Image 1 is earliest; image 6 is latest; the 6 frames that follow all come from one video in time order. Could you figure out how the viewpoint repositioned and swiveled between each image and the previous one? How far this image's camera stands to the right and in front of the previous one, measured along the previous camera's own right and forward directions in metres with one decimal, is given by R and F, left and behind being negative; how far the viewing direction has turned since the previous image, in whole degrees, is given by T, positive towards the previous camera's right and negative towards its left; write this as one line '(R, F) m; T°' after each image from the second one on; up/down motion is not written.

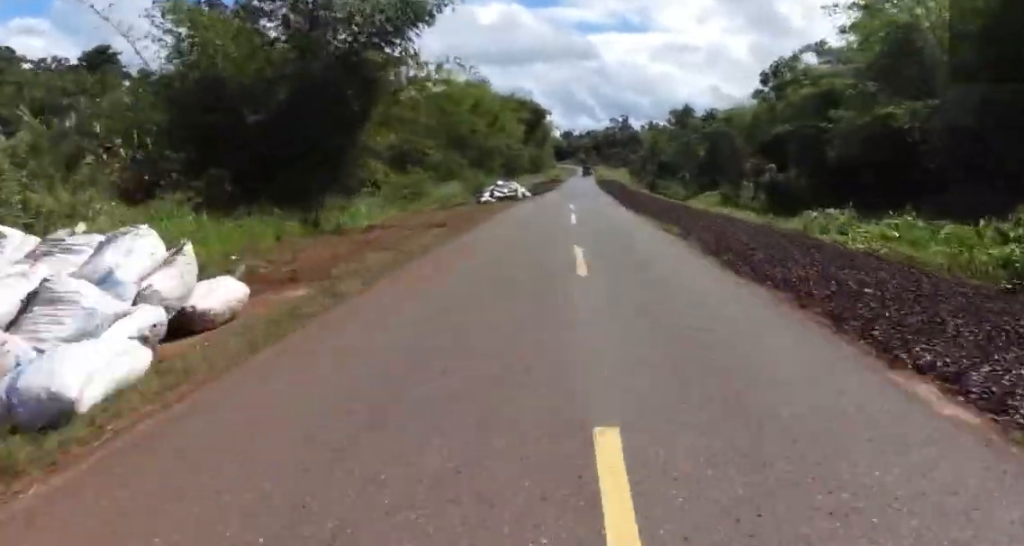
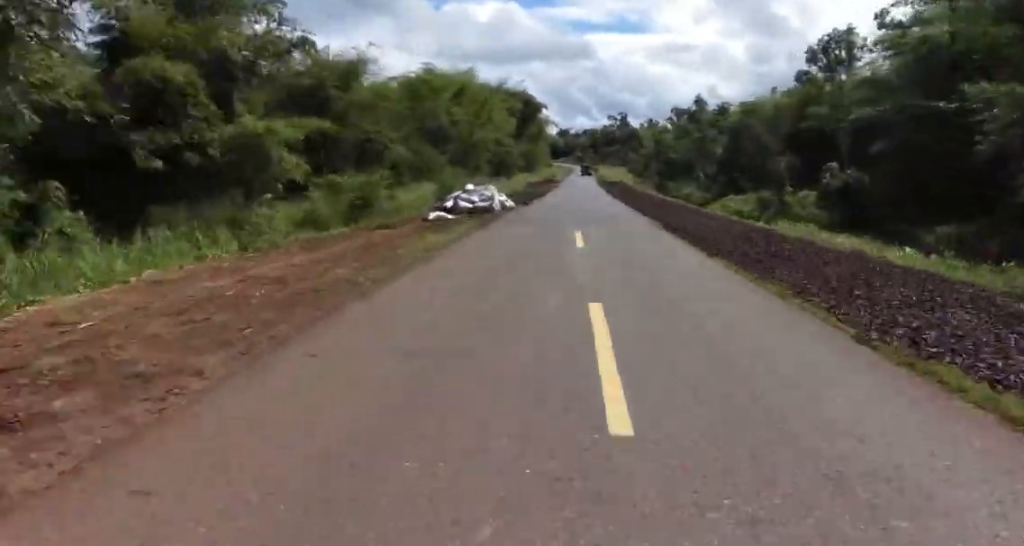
(-1.3, +14.1) m; 0°
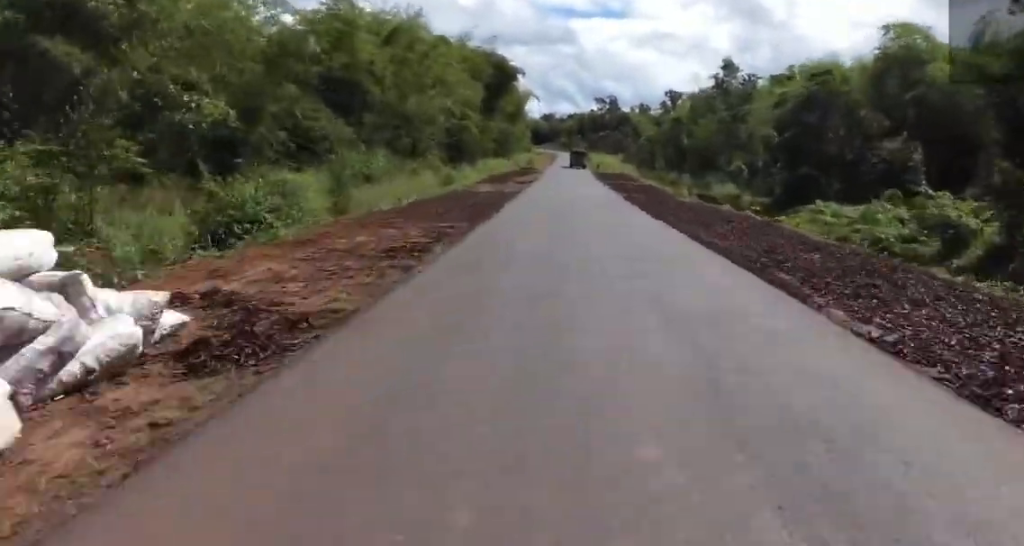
(+1.9, +29.3) m; +4°
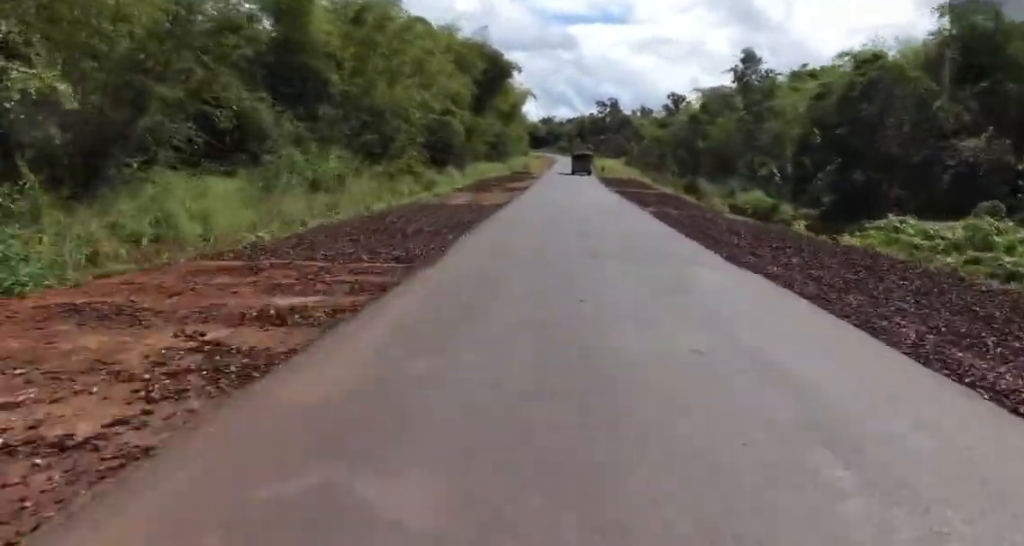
(-0.1, +9.6) m; 0°
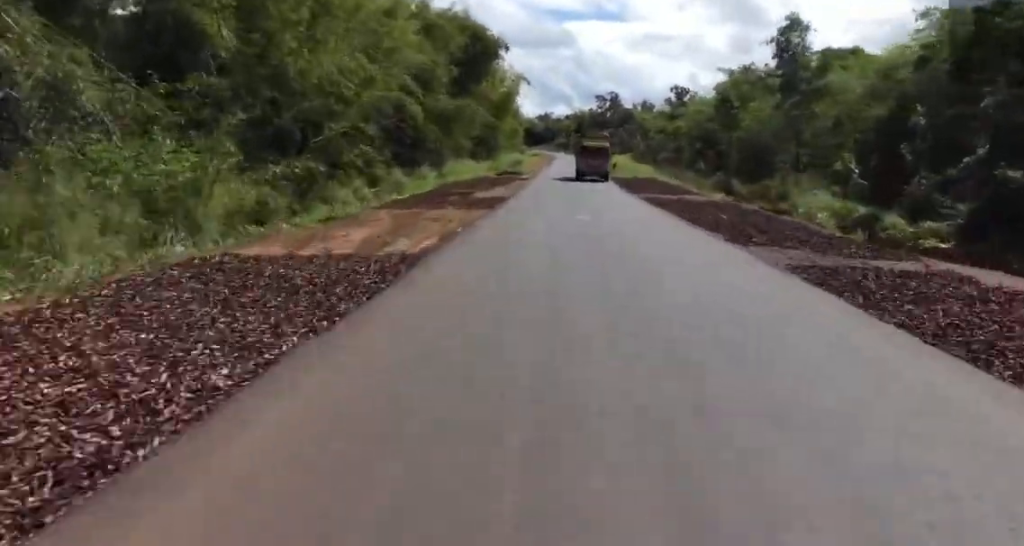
(+0.1, +14.6) m; 0°
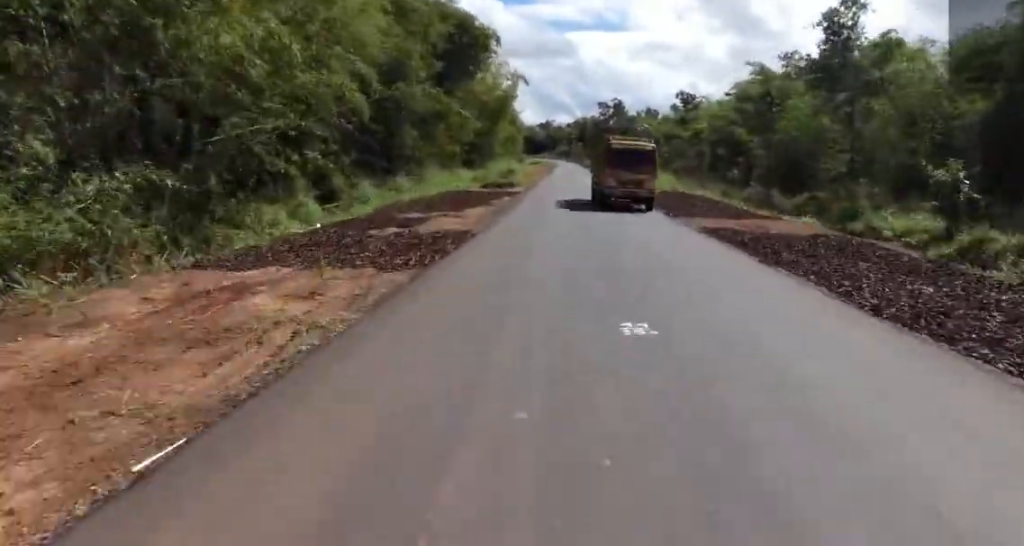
(+0.1, +11.2) m; 0°
